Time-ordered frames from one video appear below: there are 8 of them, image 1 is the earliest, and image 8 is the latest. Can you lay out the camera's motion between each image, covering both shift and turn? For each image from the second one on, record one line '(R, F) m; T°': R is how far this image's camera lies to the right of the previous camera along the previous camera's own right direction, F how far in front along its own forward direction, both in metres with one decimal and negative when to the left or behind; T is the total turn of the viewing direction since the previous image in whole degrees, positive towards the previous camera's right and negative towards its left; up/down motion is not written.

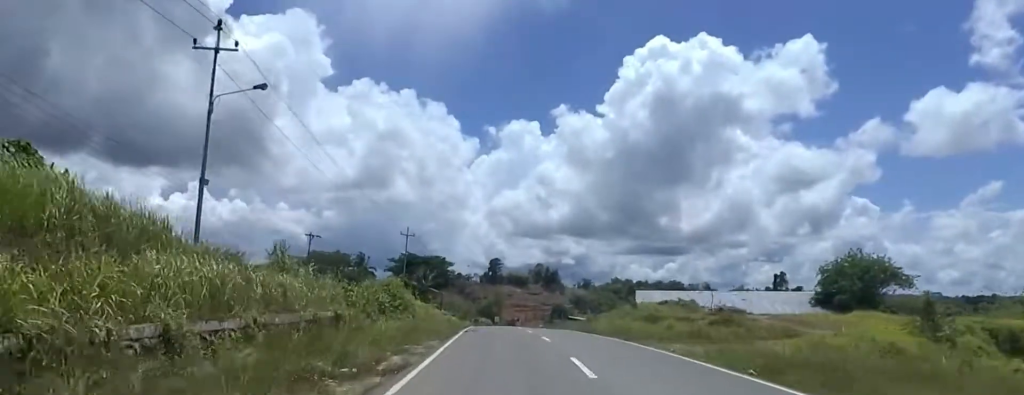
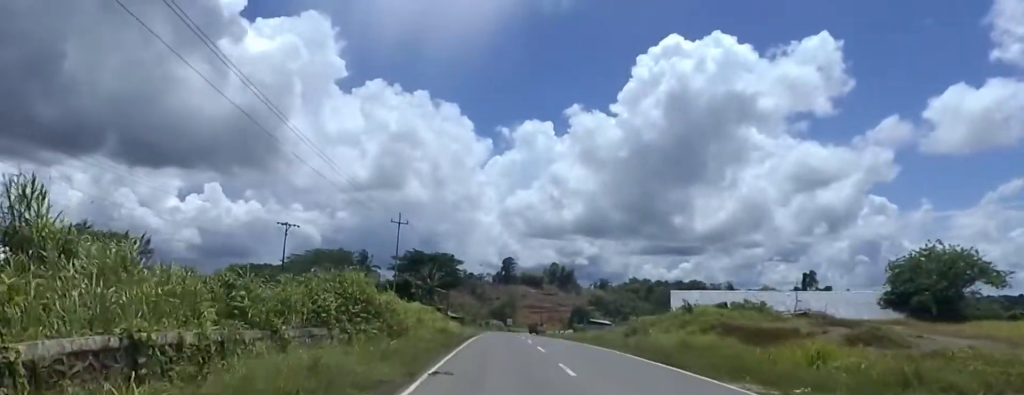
(0.0, +13.2) m; 0°
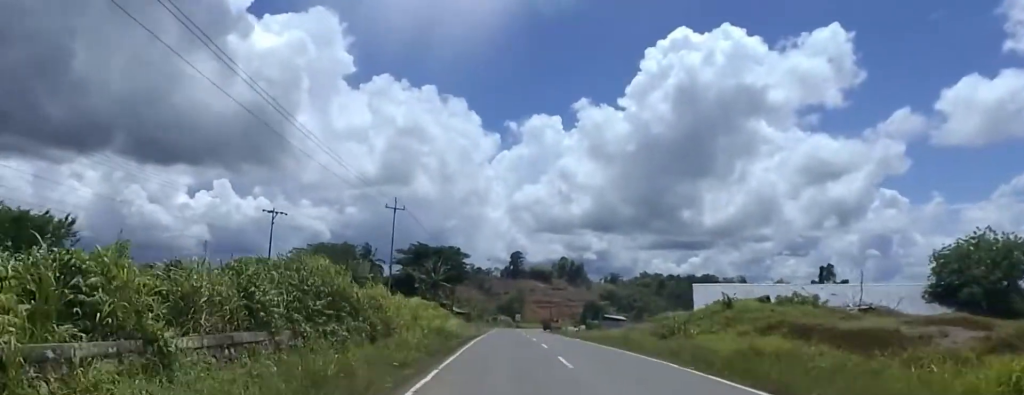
(0.0, +6.3) m; -1°
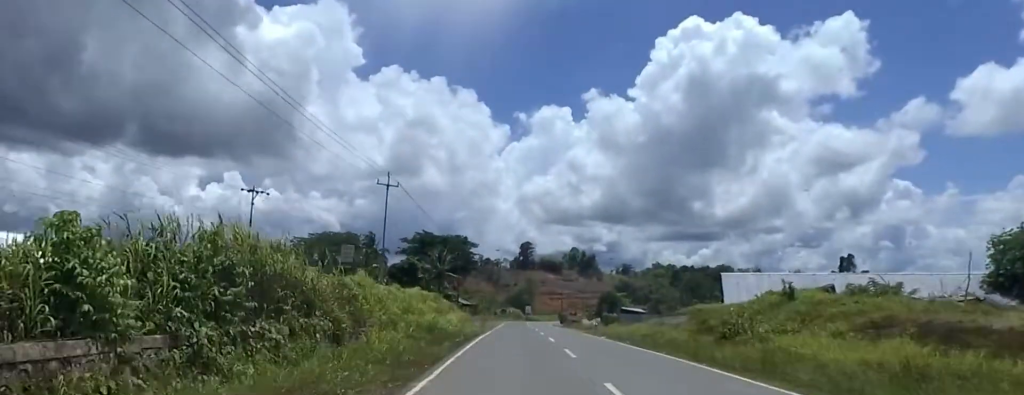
(+0.2, +7.1) m; -3°
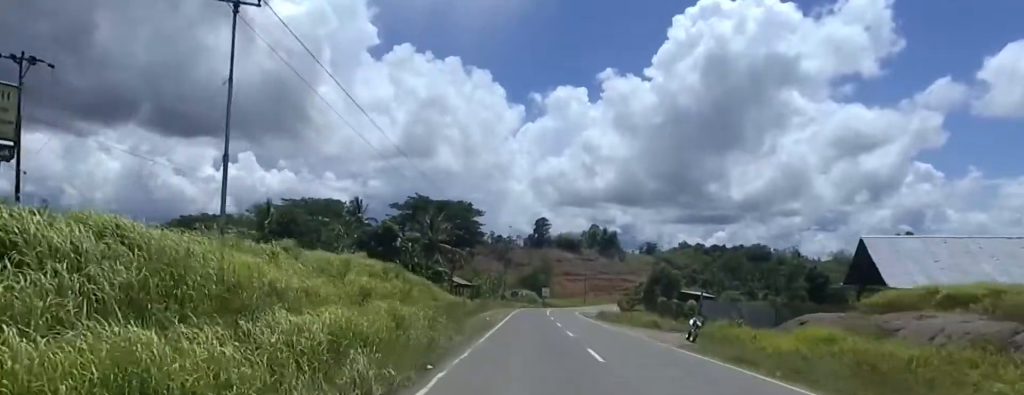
(-0.3, +26.2) m; +3°
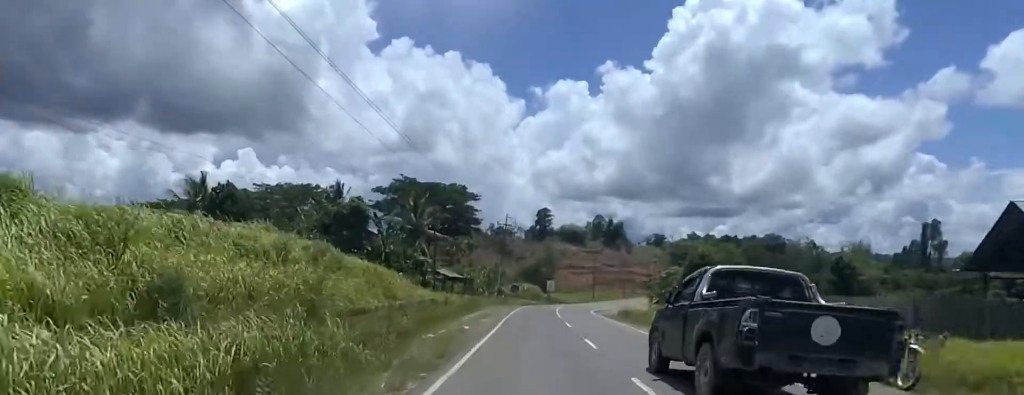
(-0.4, +13.7) m; -4°
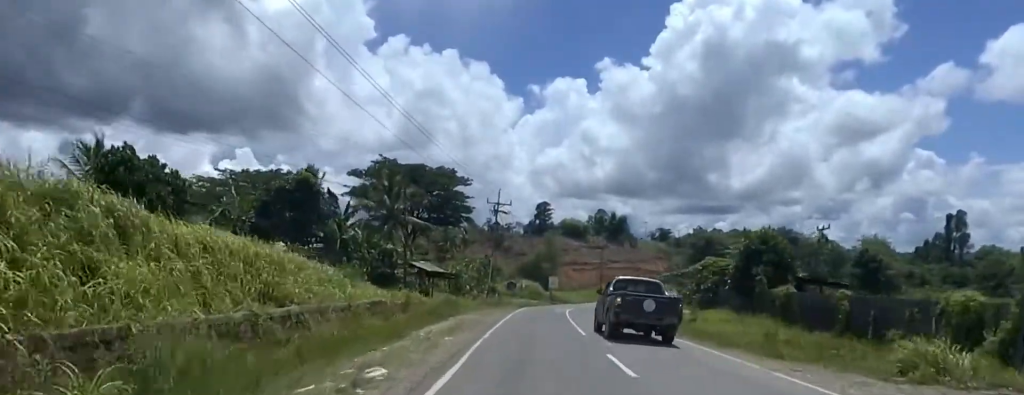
(-0.4, +13.3) m; +1°
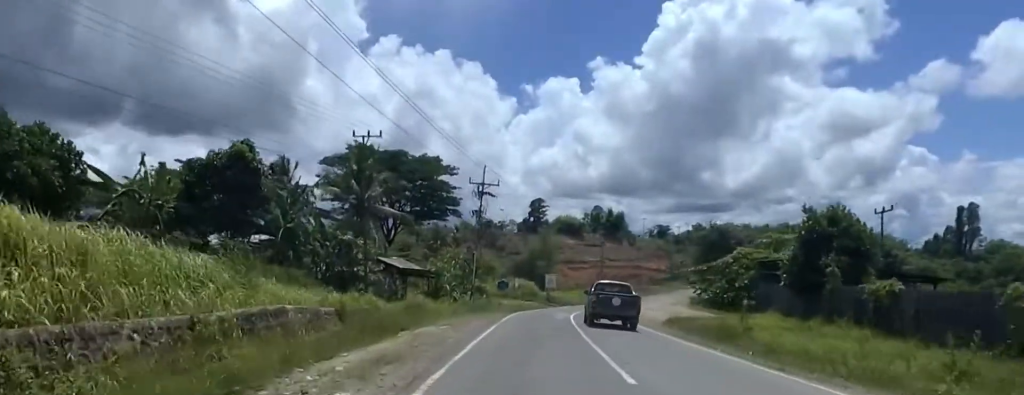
(+0.5, +9.0) m; +3°
